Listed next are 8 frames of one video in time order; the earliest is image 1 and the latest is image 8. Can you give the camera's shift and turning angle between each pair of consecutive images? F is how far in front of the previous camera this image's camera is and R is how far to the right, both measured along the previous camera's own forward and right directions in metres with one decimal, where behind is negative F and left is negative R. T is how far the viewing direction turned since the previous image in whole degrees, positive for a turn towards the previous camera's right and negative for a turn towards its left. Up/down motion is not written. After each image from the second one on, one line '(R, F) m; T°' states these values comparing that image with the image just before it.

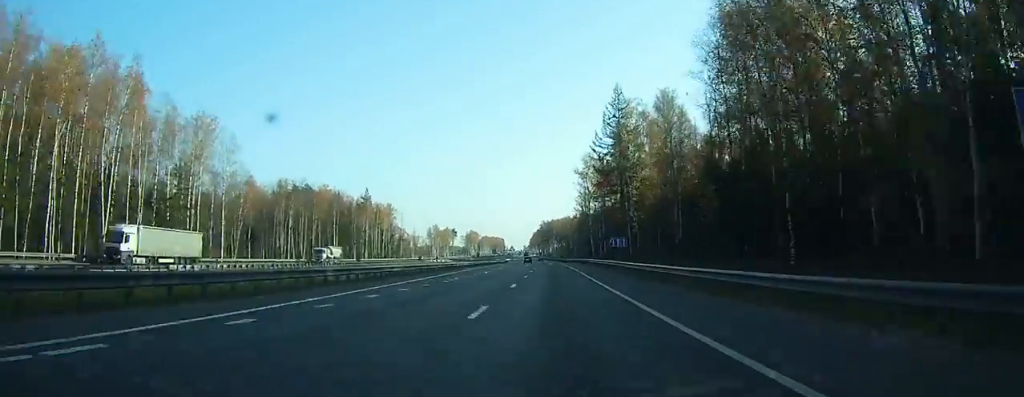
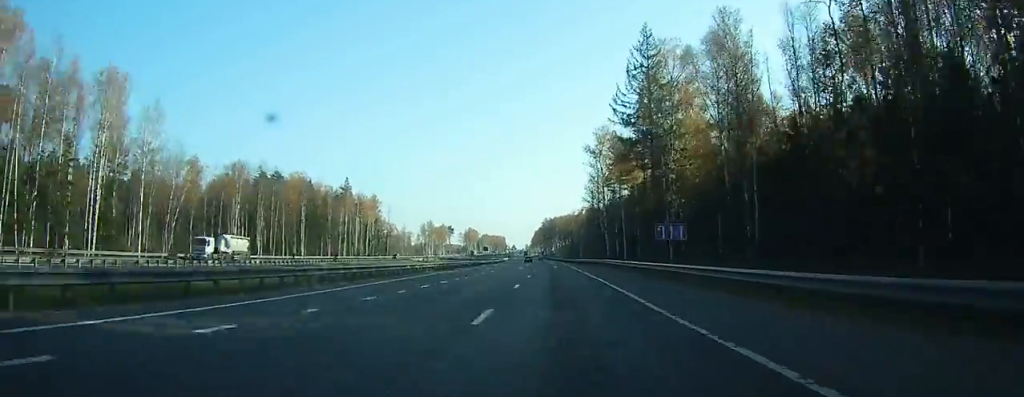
(0.0, +25.0) m; 0°
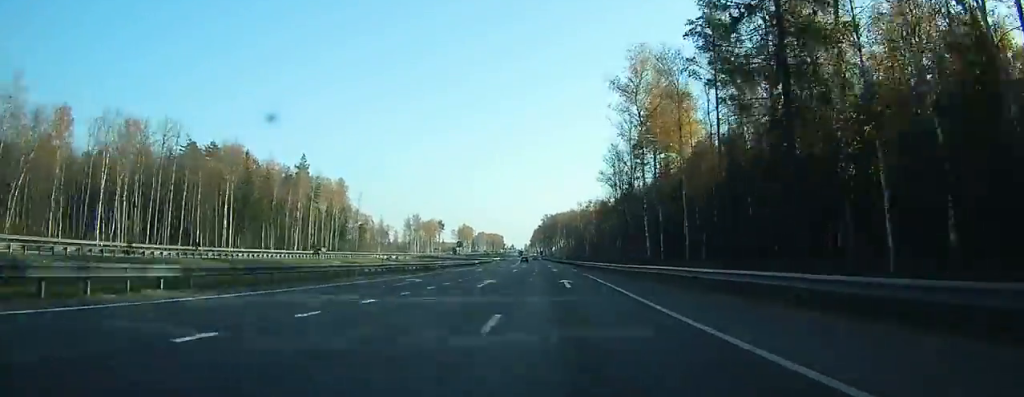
(0.0, +37.2) m; 0°
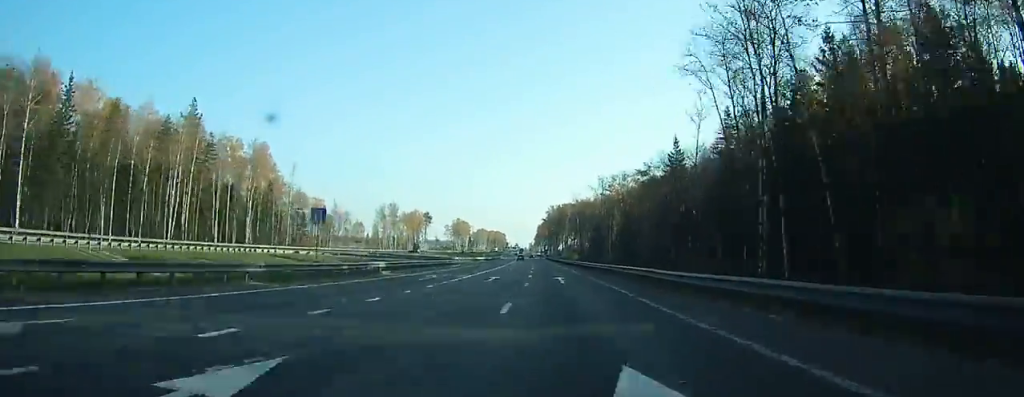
(-0.1, +56.1) m; 0°
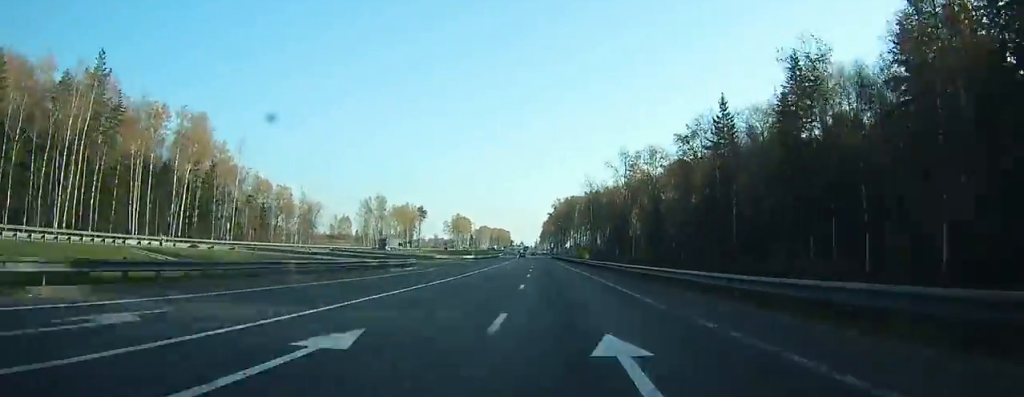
(0.0, +27.8) m; 0°
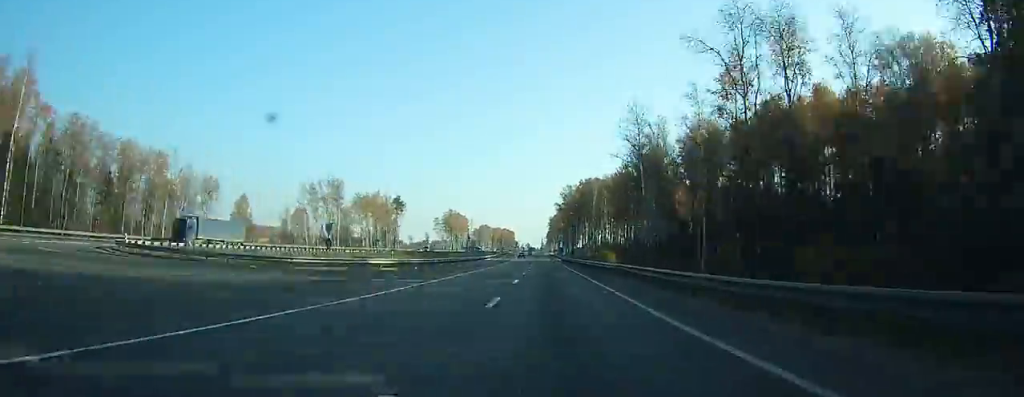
(+0.1, +55.0) m; -1°
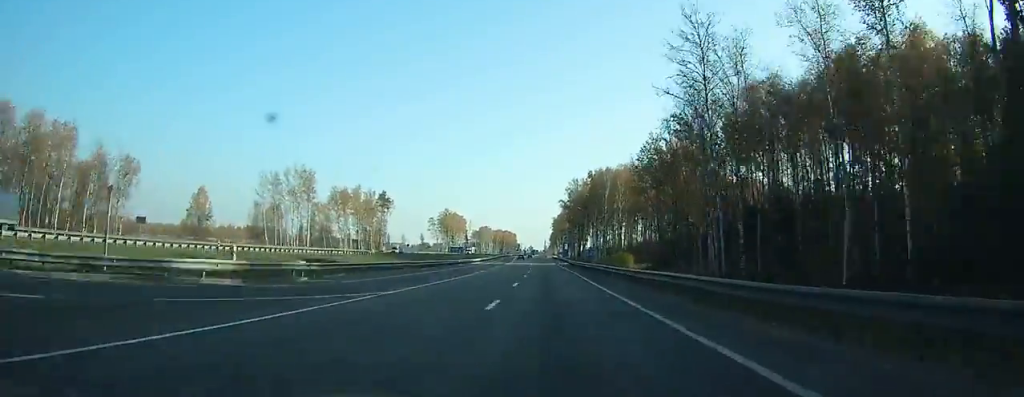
(-0.2, +23.9) m; 0°
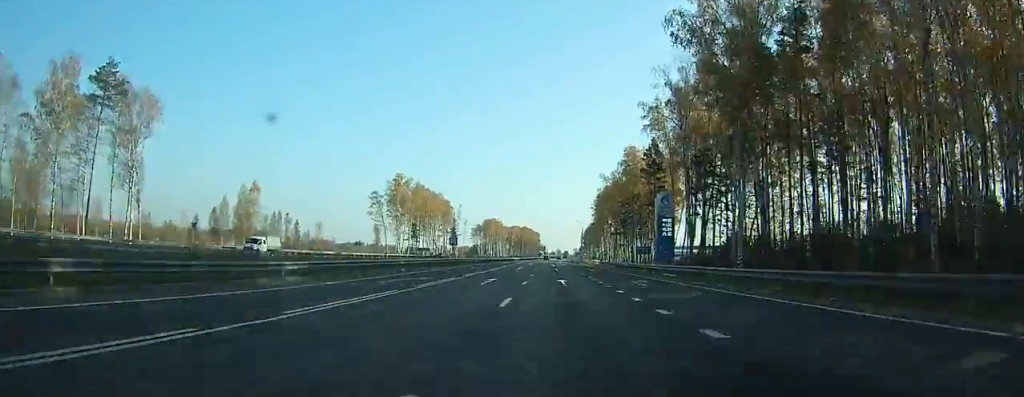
(-3.5, +143.4) m; -3°
